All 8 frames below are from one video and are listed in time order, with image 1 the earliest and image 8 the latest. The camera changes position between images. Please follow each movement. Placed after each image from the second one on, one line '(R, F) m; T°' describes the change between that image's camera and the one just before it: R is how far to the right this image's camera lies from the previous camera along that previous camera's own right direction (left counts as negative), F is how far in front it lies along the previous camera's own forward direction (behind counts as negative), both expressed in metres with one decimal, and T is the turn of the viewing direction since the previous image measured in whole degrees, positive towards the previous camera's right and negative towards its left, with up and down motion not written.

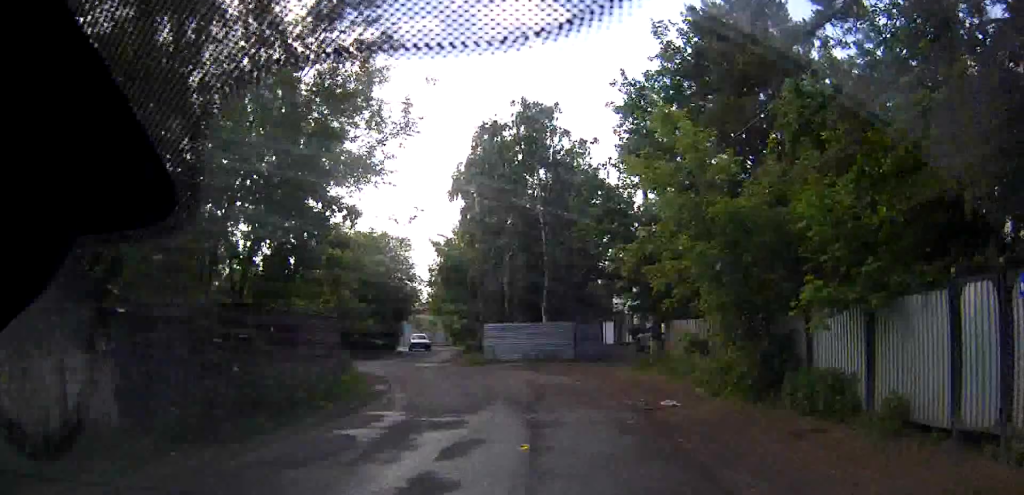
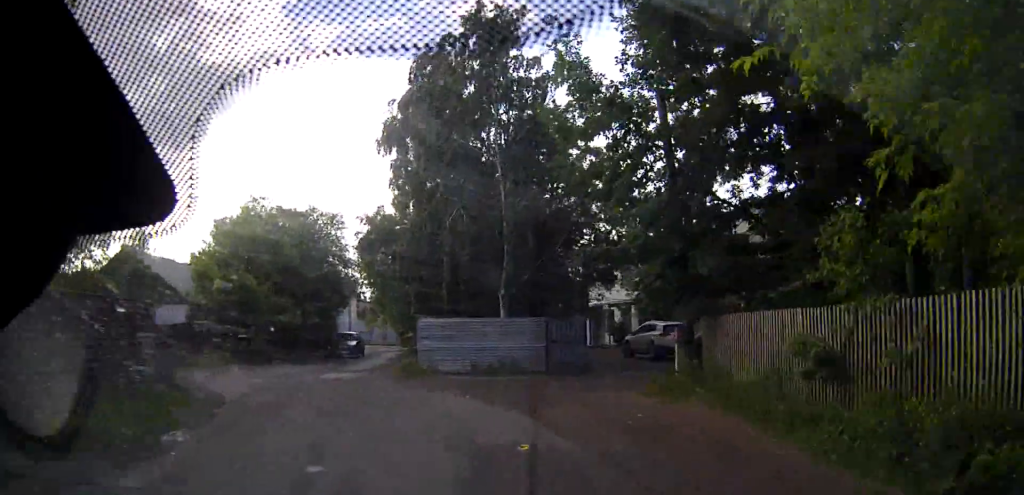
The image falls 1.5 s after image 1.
(+0.4, +10.5) m; +2°
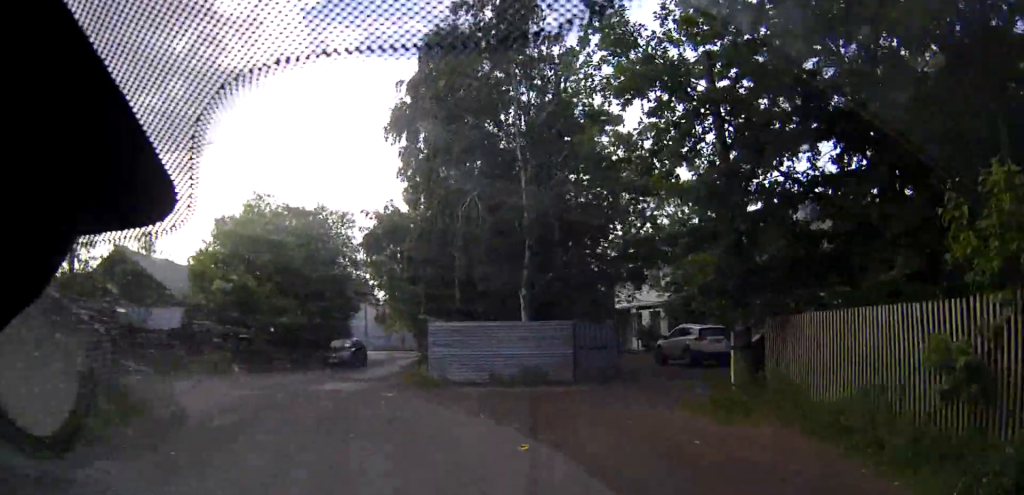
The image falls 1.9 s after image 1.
(0.0, +2.7) m; -1°
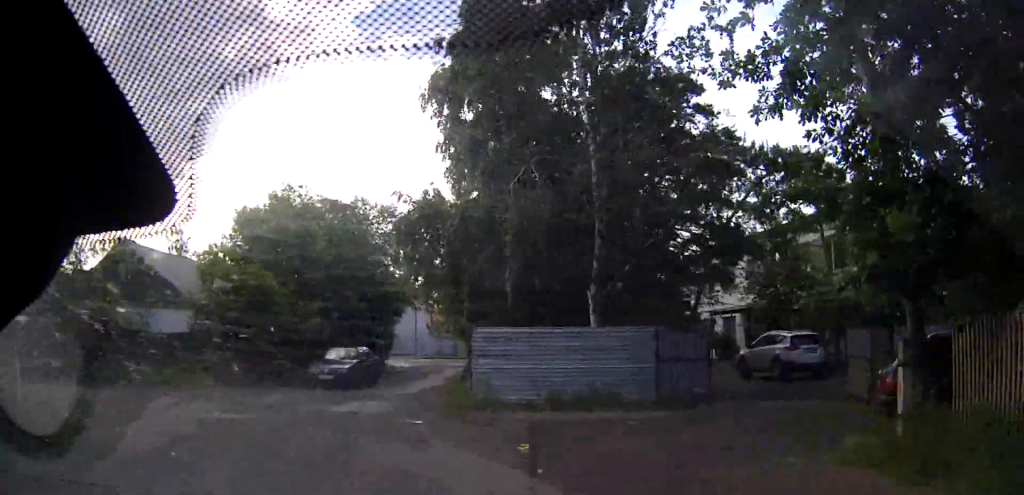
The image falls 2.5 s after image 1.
(-0.1, +4.5) m; -3°
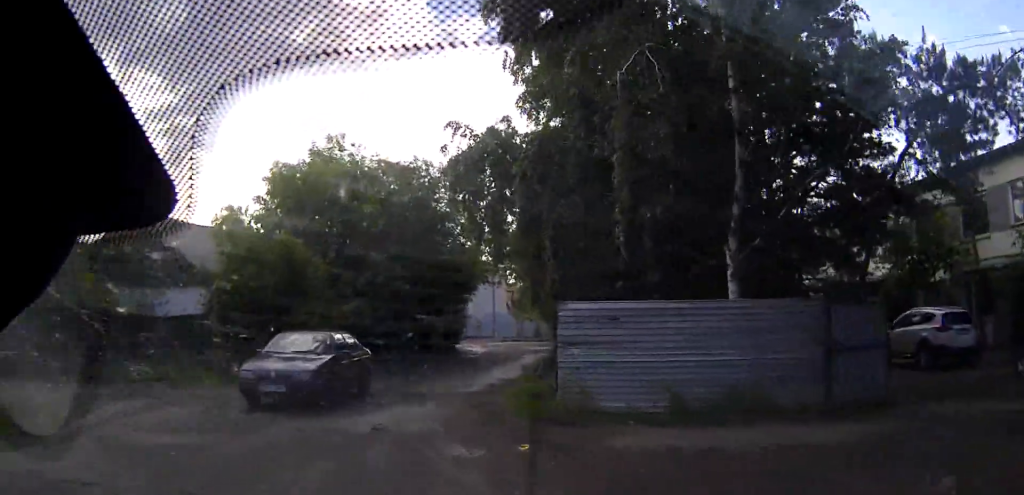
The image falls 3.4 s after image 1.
(-0.2, +5.4) m; -4°
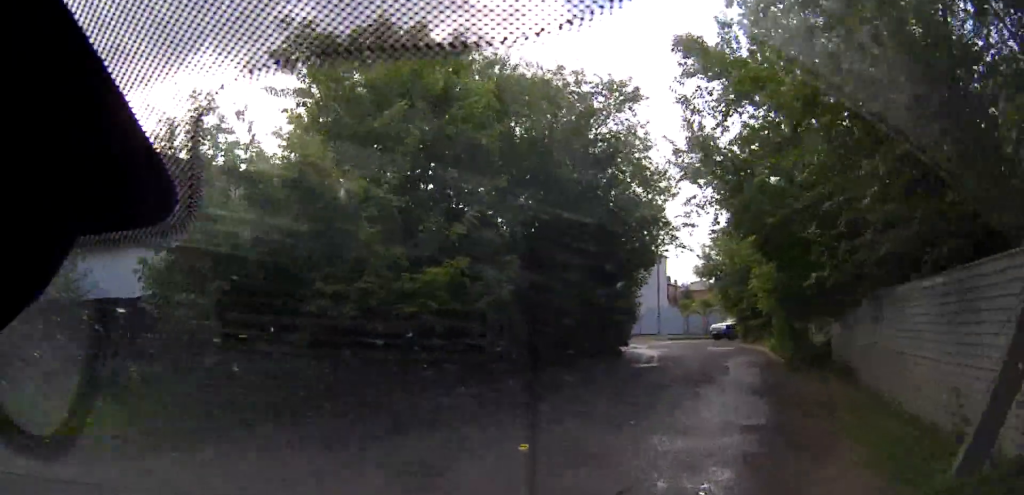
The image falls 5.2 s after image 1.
(-1.3, +11.9) m; -9°
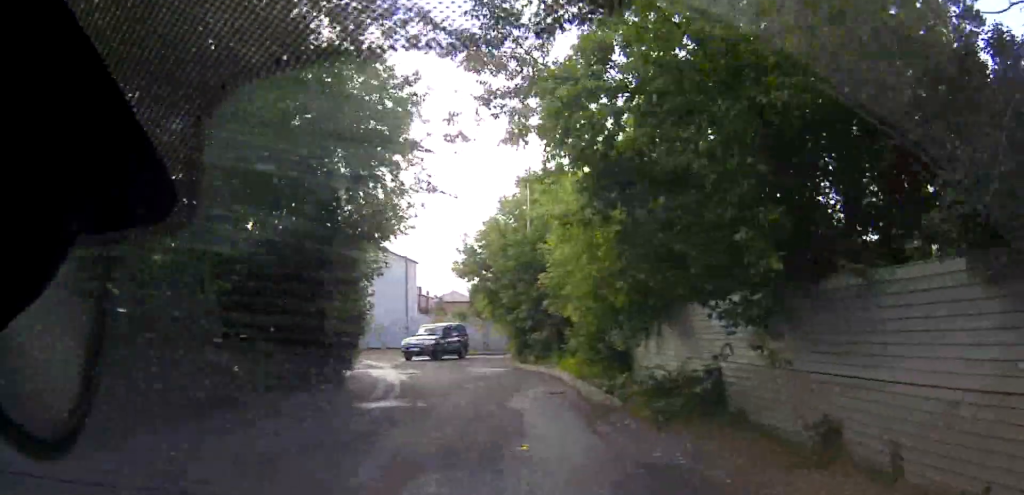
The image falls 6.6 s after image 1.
(+0.7, +9.1) m; +10°
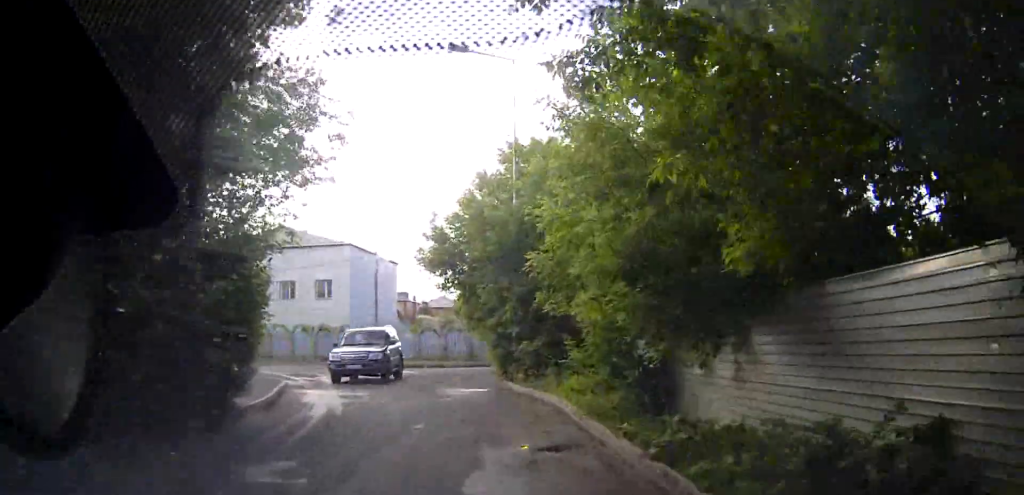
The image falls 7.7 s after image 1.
(+0.5, +6.7) m; +6°
